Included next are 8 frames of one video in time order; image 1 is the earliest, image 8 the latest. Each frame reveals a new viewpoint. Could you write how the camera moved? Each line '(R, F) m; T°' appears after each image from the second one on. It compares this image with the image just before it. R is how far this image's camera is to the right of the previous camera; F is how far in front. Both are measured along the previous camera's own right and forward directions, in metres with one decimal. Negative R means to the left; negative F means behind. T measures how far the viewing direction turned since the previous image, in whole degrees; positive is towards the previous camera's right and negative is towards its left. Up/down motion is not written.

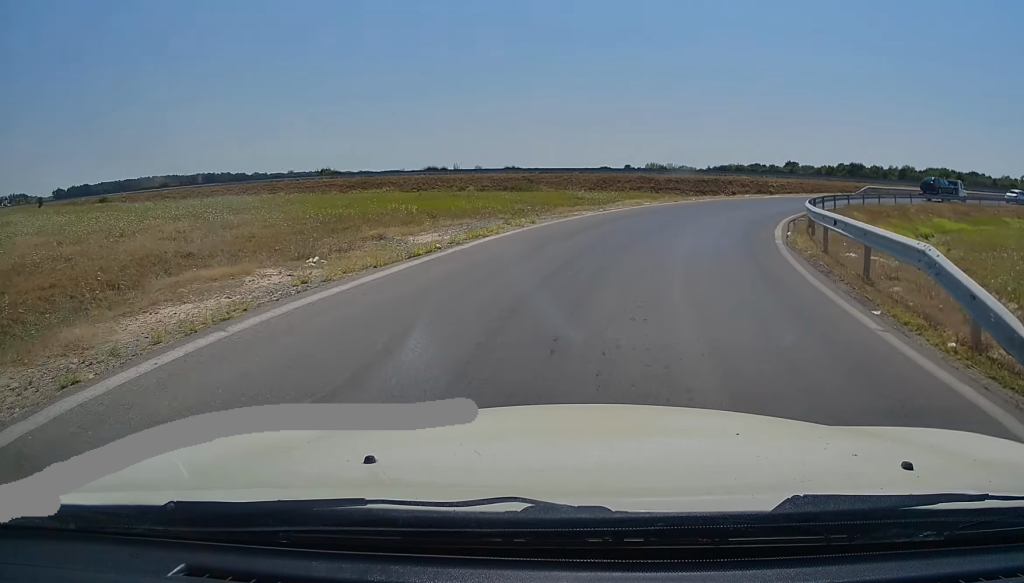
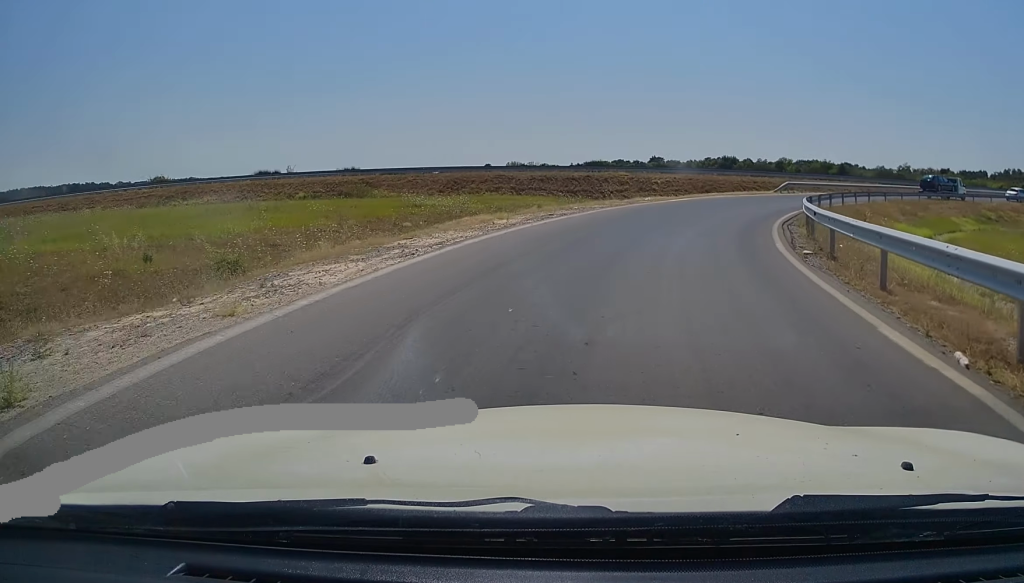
(+1.5, +13.3) m; +12°
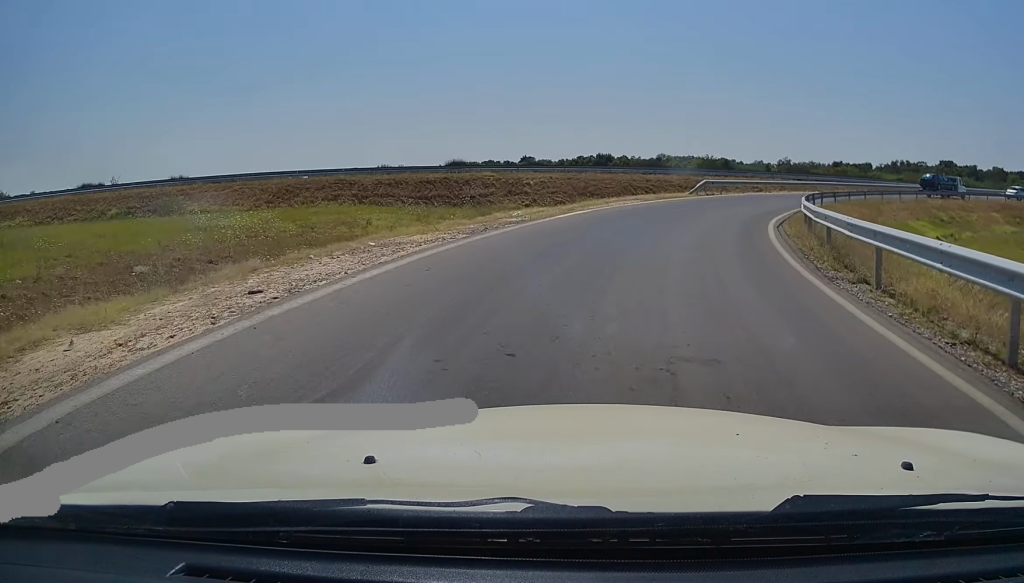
(+1.1, +12.6) m; +10°
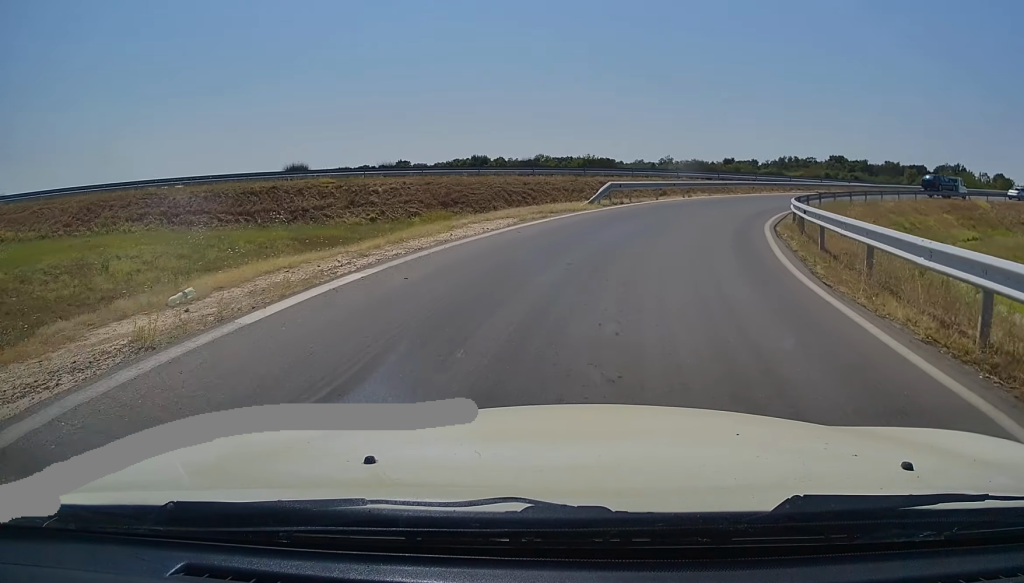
(+1.0, +12.4) m; +10°
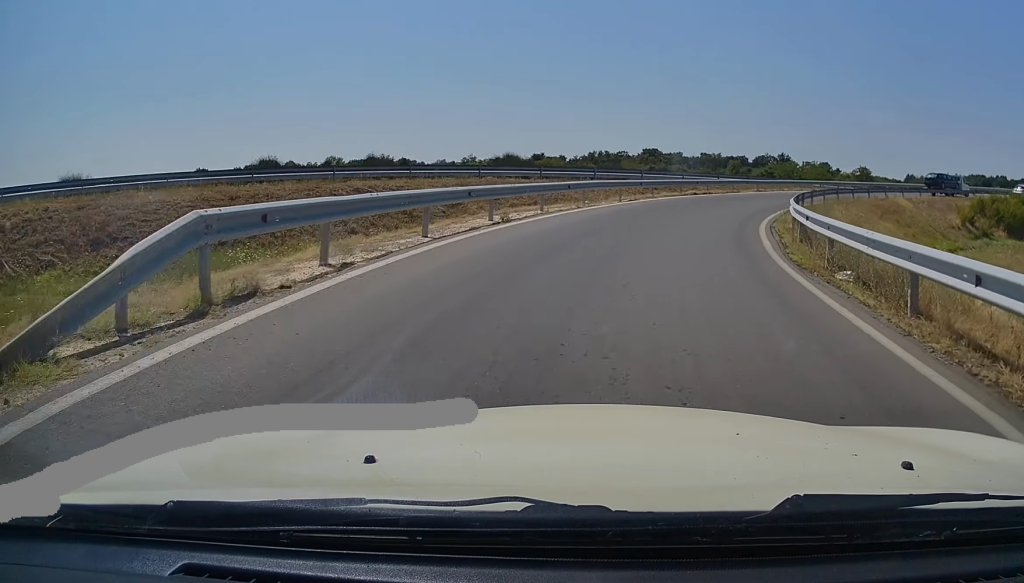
(+2.7, +20.3) m; +15°
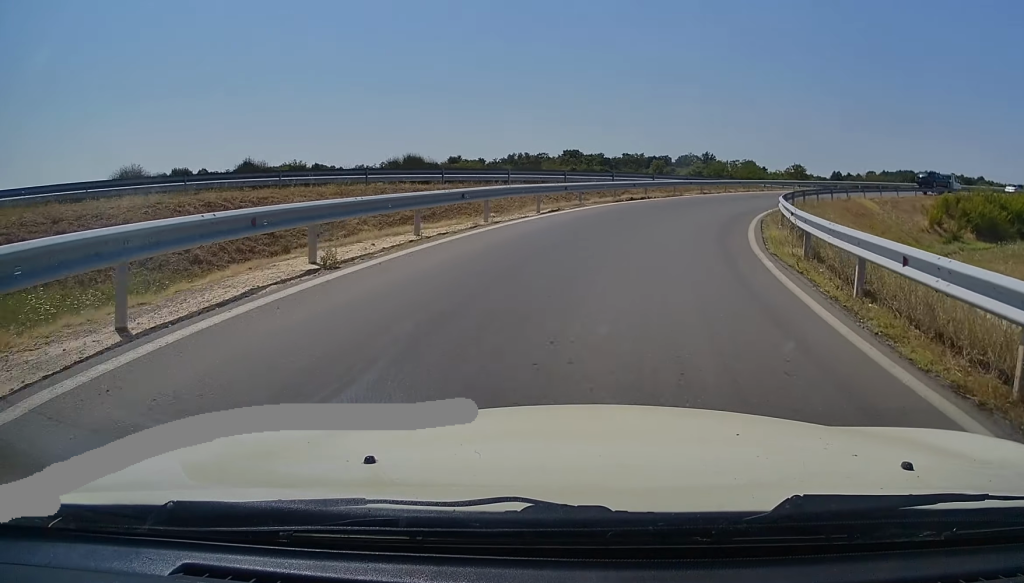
(+0.4, +7.5) m; +5°
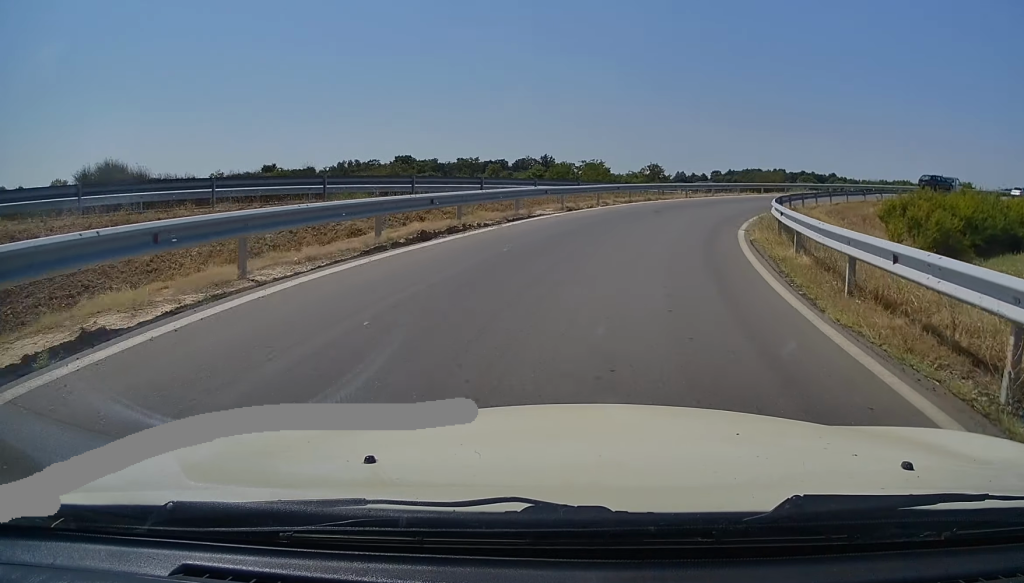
(+1.8, +17.5) m; +13°
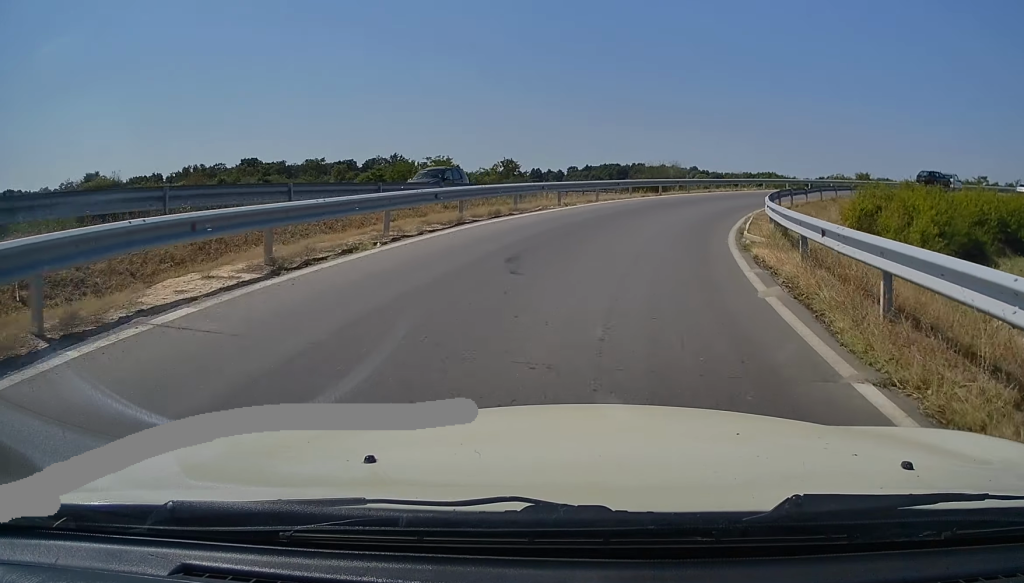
(+1.6, +15.0) m; +12°
